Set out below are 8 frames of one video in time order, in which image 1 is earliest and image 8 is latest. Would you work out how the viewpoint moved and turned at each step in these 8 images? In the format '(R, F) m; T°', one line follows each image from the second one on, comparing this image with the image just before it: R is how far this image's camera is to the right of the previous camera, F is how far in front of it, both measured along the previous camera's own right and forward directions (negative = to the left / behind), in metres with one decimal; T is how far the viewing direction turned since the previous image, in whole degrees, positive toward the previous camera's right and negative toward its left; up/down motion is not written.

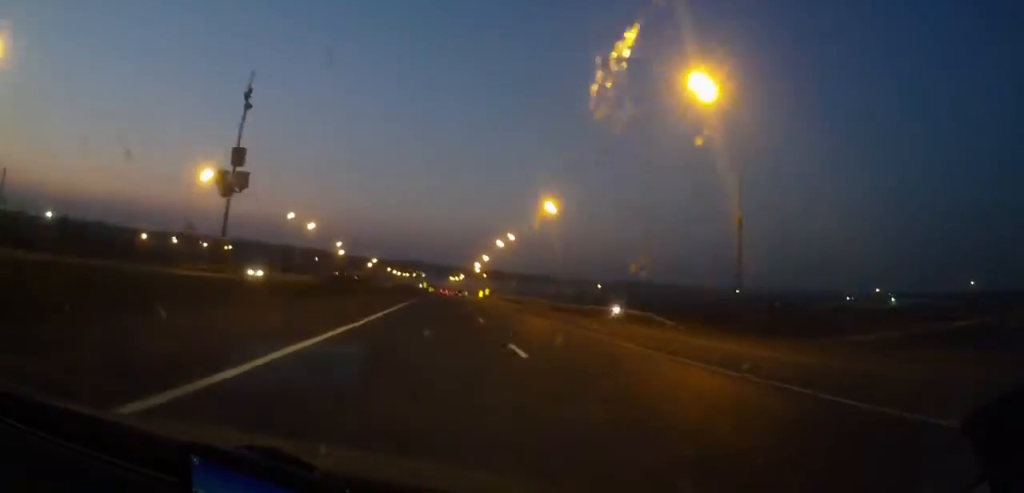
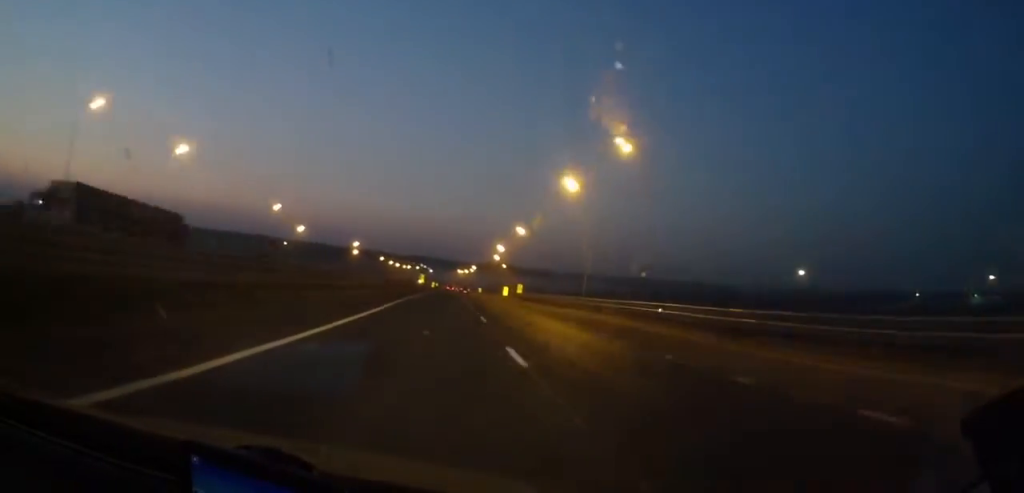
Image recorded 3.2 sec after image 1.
(0.0, +73.7) m; 0°
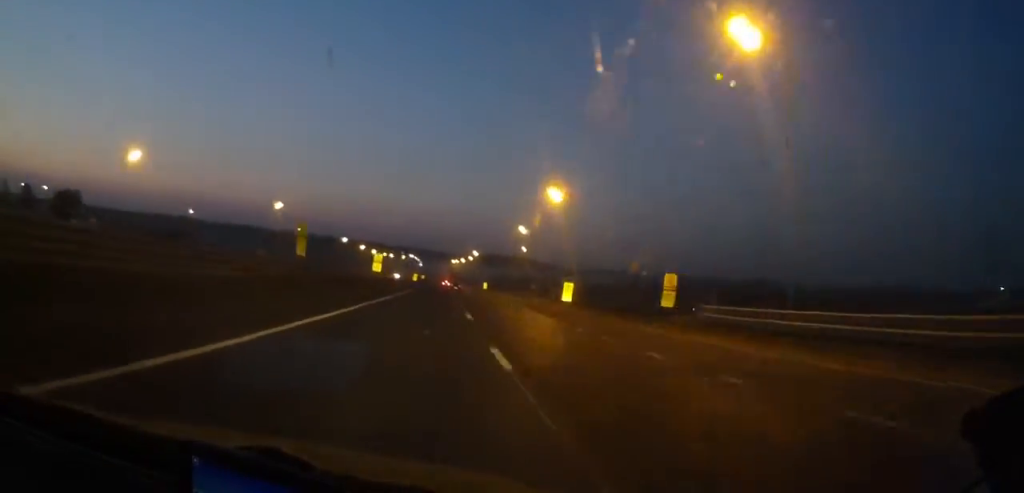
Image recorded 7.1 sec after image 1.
(+0.1, +83.4) m; +1°
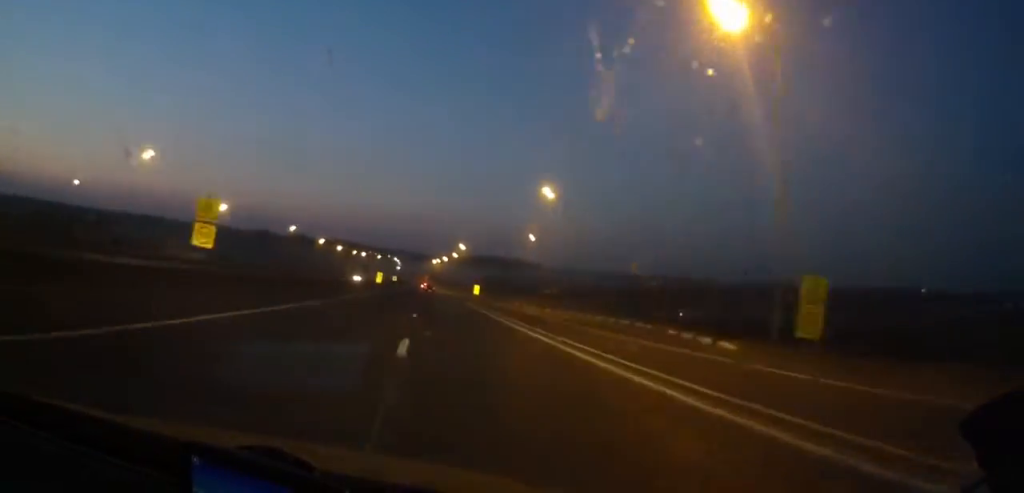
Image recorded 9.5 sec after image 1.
(+0.4, +47.5) m; 0°
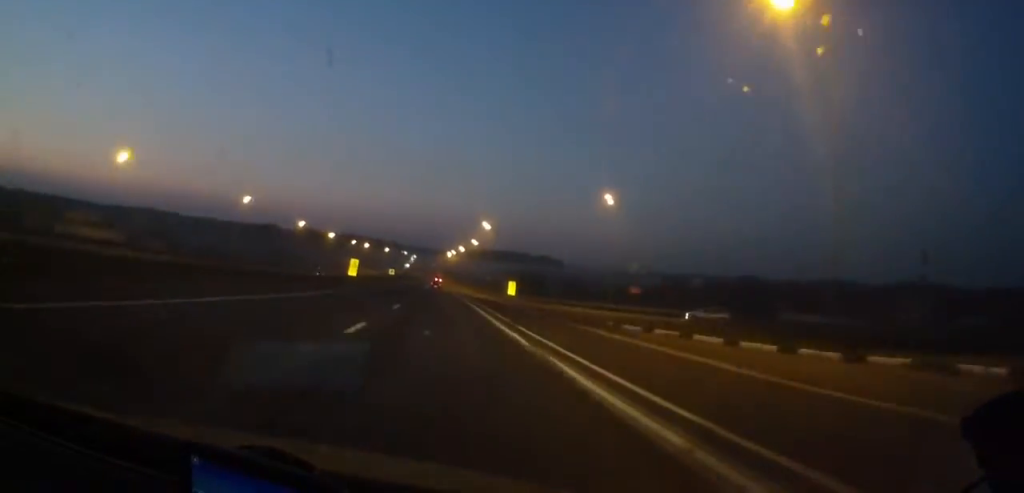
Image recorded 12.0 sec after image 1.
(0.0, +48.0) m; 0°
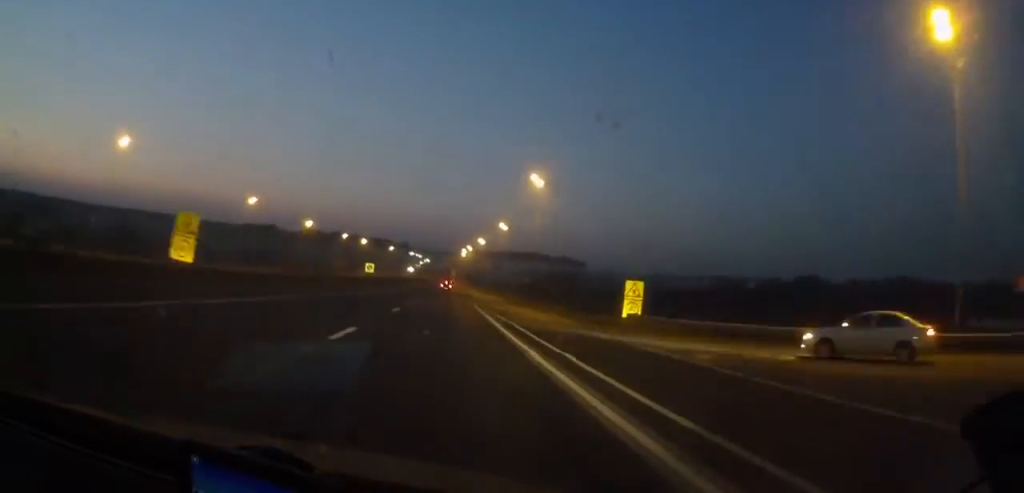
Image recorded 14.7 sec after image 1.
(-0.4, +48.0) m; -1°
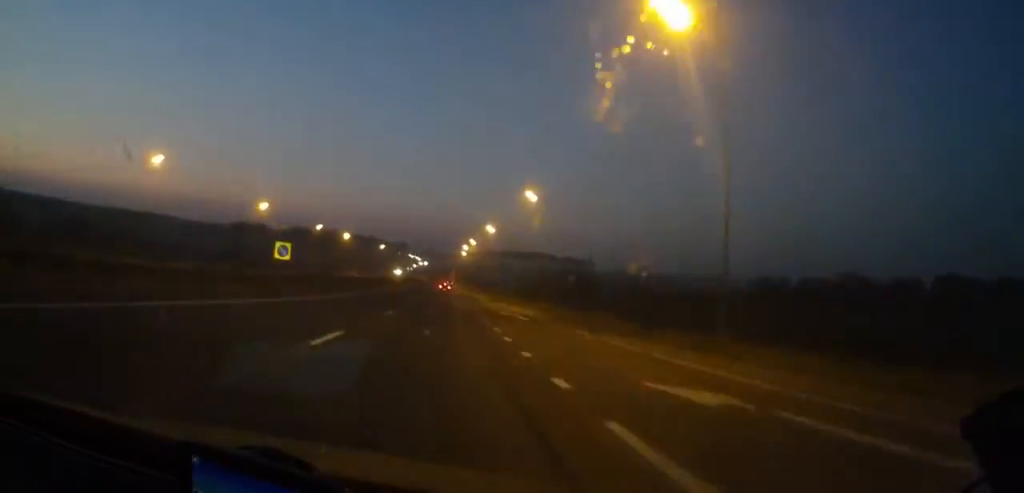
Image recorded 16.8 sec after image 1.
(-0.2, +35.1) m; 0°
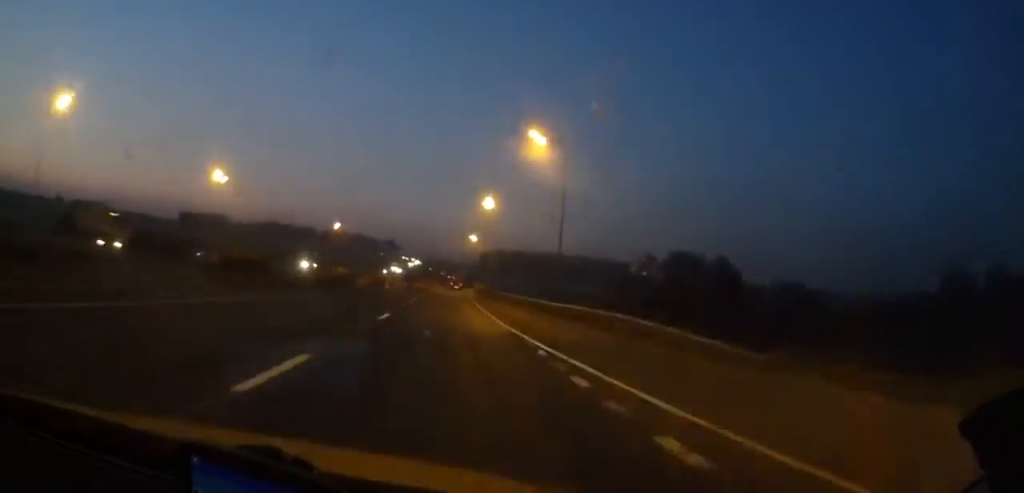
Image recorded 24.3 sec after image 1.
(-0.3, +112.6) m; 0°
